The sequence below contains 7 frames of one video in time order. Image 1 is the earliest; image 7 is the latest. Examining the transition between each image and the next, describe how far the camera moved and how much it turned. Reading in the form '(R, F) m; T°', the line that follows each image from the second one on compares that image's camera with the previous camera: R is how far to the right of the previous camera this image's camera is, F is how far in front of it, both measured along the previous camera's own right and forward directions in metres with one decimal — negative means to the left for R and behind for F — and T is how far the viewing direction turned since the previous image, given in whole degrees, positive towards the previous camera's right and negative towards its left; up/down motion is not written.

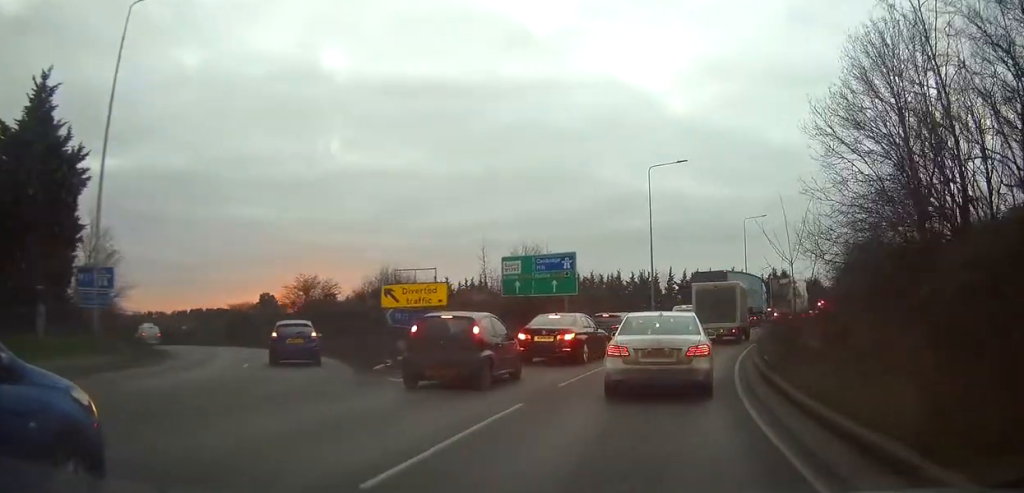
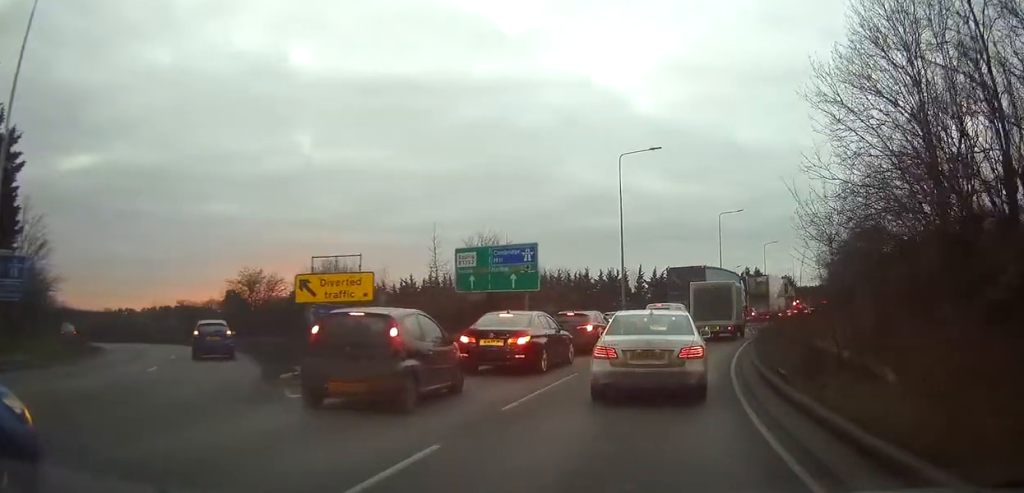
(+0.1, +3.9) m; +1°
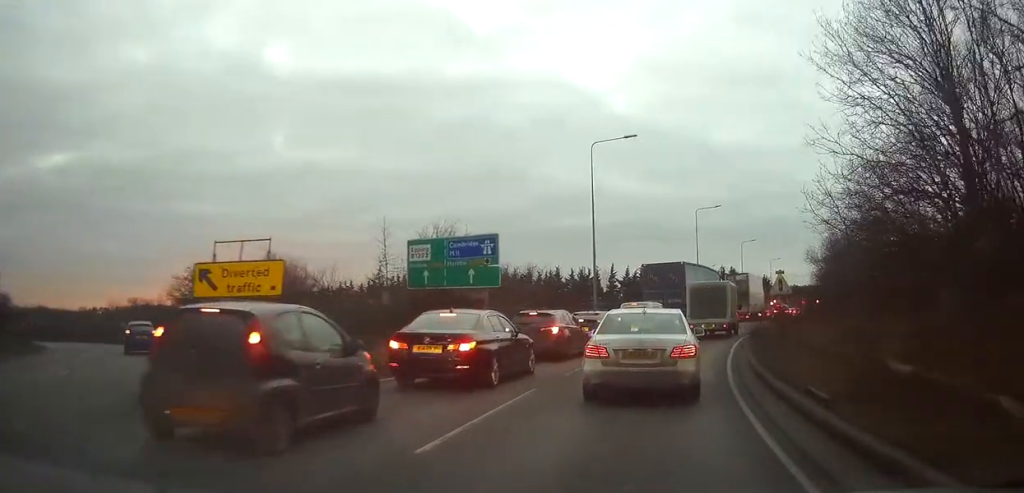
(0.0, +3.4) m; 0°
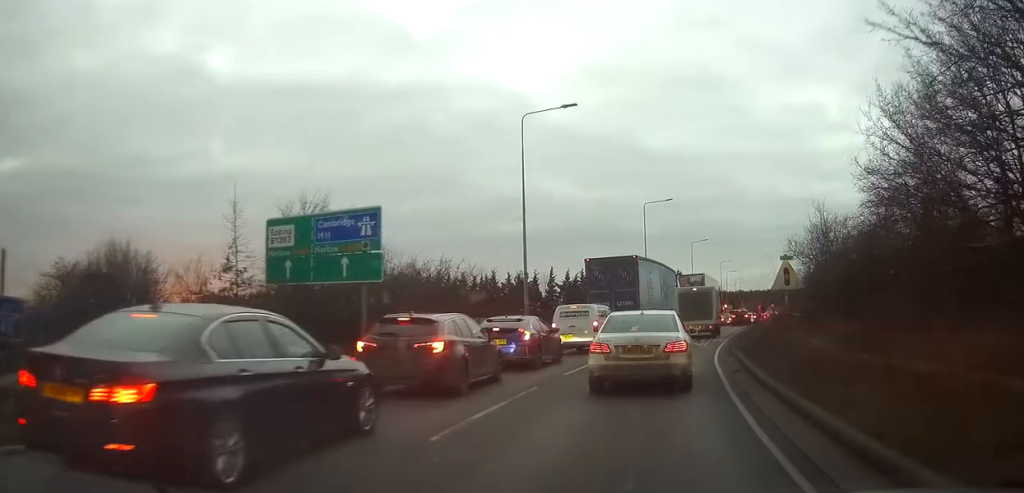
(+0.2, +8.3) m; +6°
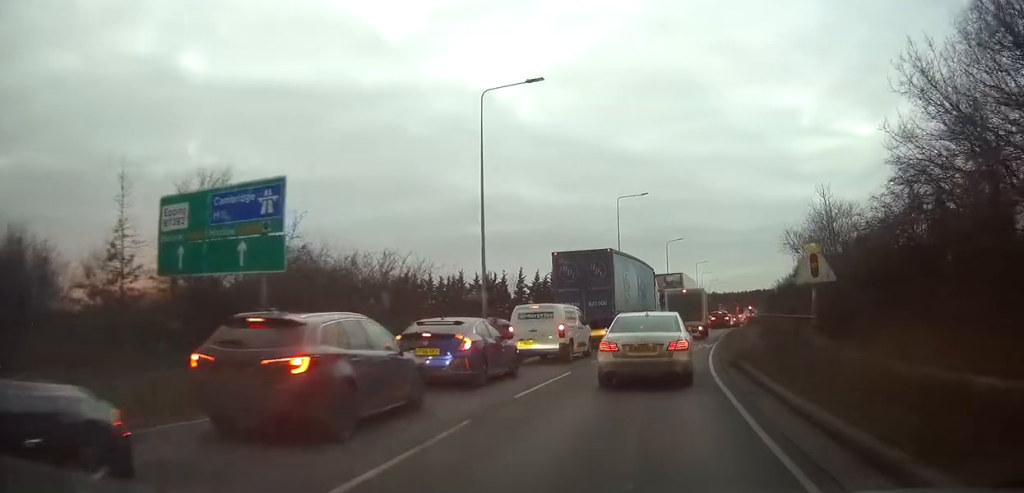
(+0.3, +4.2) m; +5°
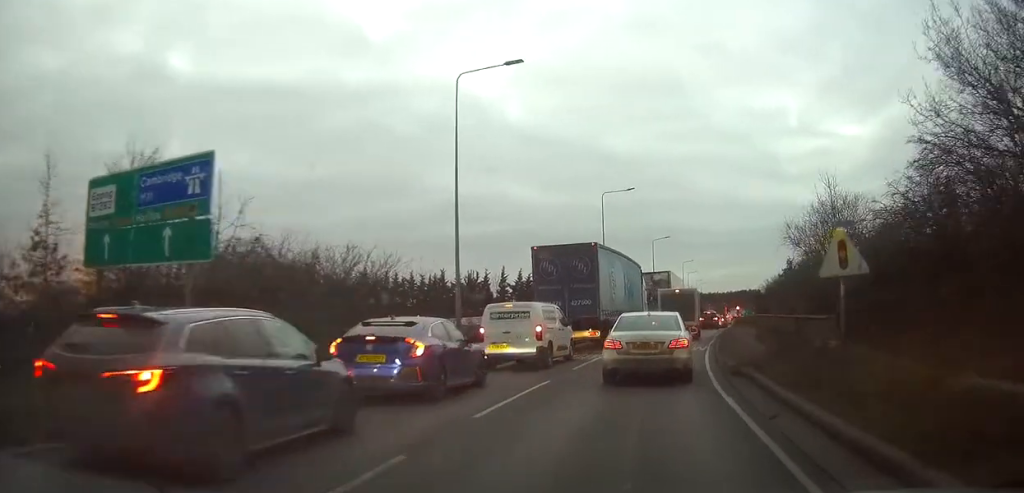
(0.0, +2.5) m; +1°
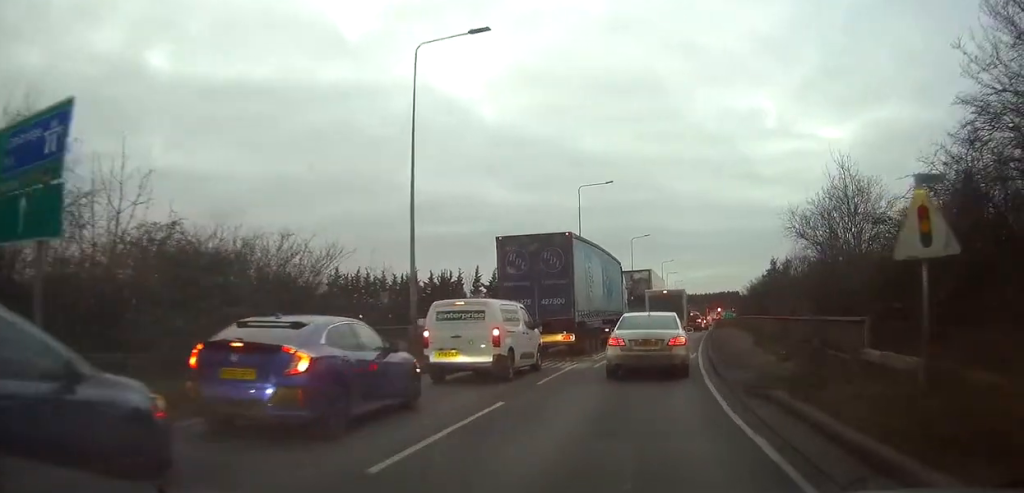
(0.0, +3.7) m; +1°
